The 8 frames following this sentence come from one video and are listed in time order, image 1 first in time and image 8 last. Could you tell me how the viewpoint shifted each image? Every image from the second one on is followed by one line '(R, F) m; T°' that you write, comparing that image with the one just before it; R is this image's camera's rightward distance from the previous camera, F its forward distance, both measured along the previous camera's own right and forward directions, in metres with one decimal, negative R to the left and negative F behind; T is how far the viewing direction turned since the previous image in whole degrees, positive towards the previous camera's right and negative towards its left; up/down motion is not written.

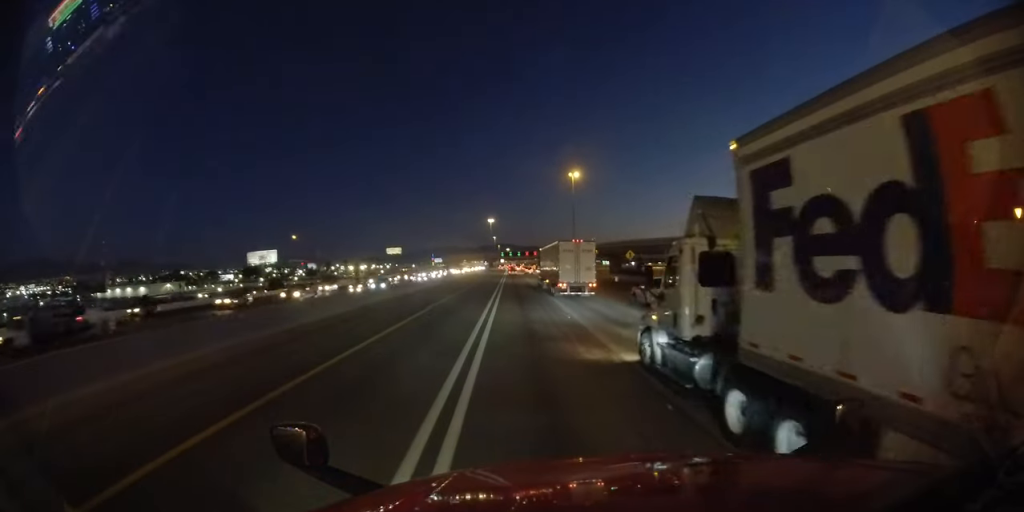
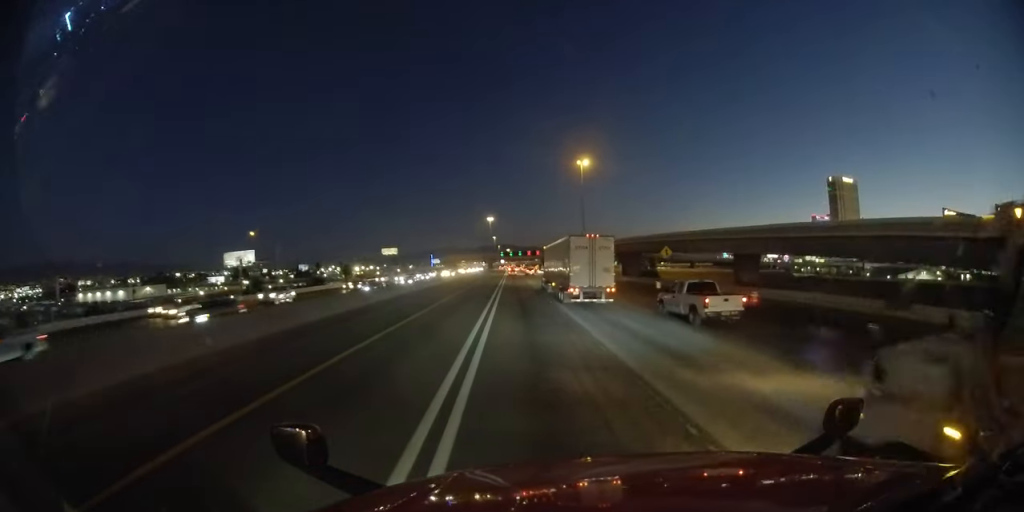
(0.0, +15.9) m; 0°
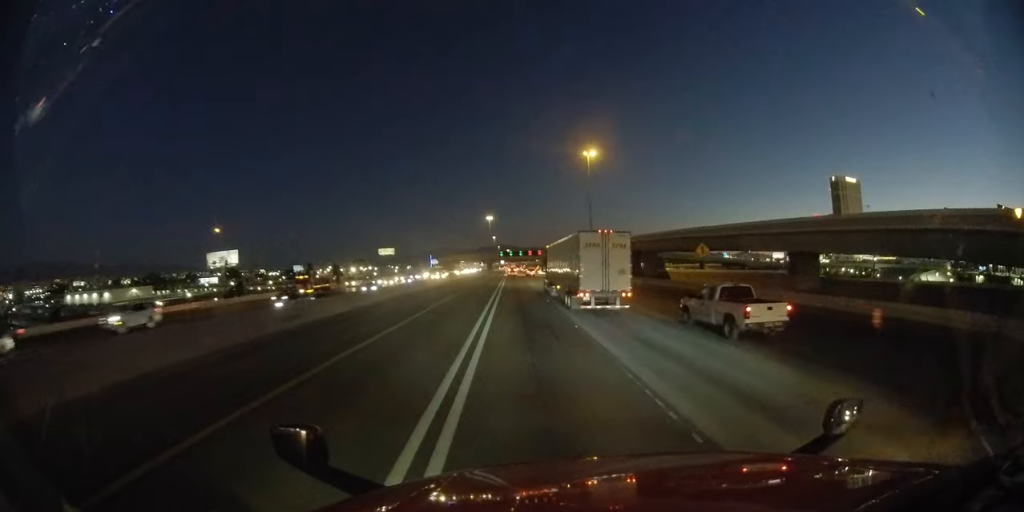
(0.0, +10.1) m; 0°
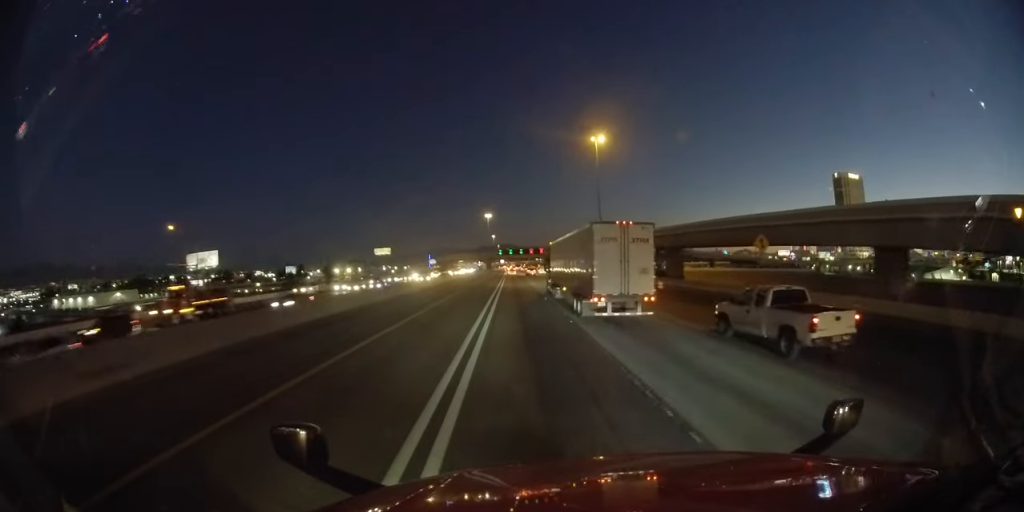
(0.0, +10.9) m; 0°
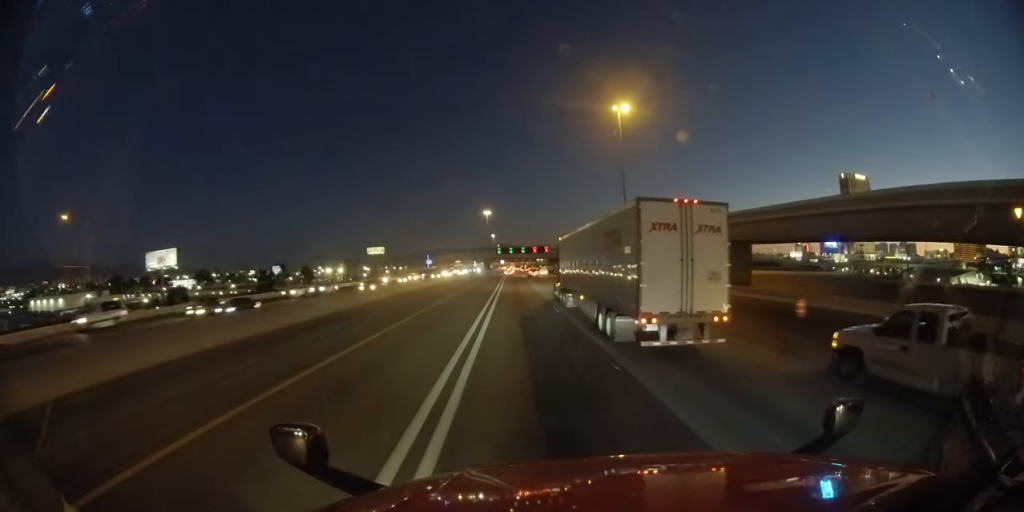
(+0.2, +19.7) m; -1°
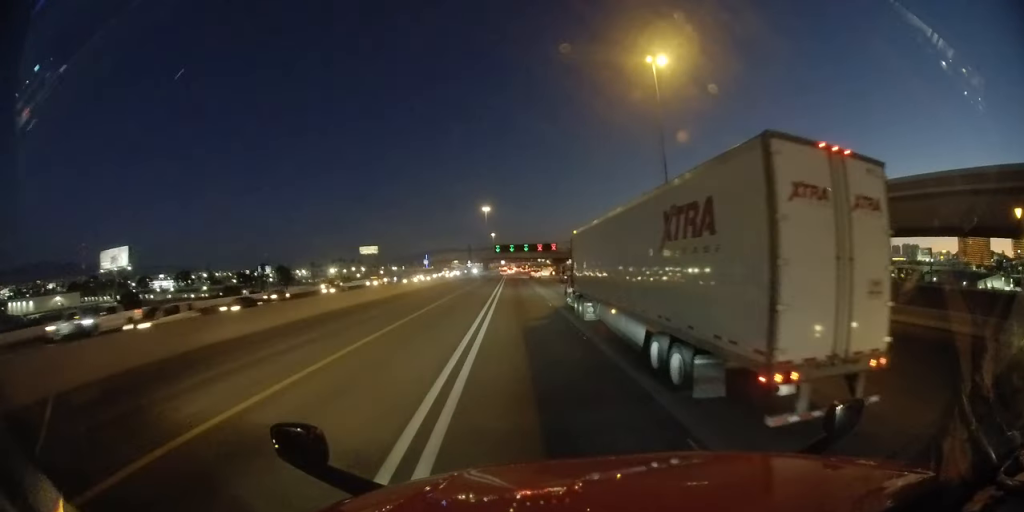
(-0.3, +19.5) m; -1°
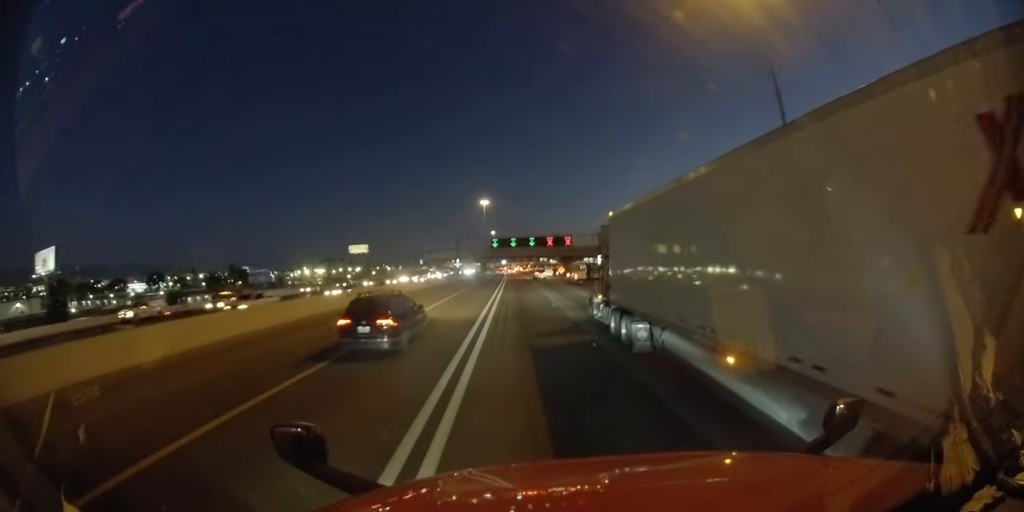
(-0.1, +25.3) m; 0°
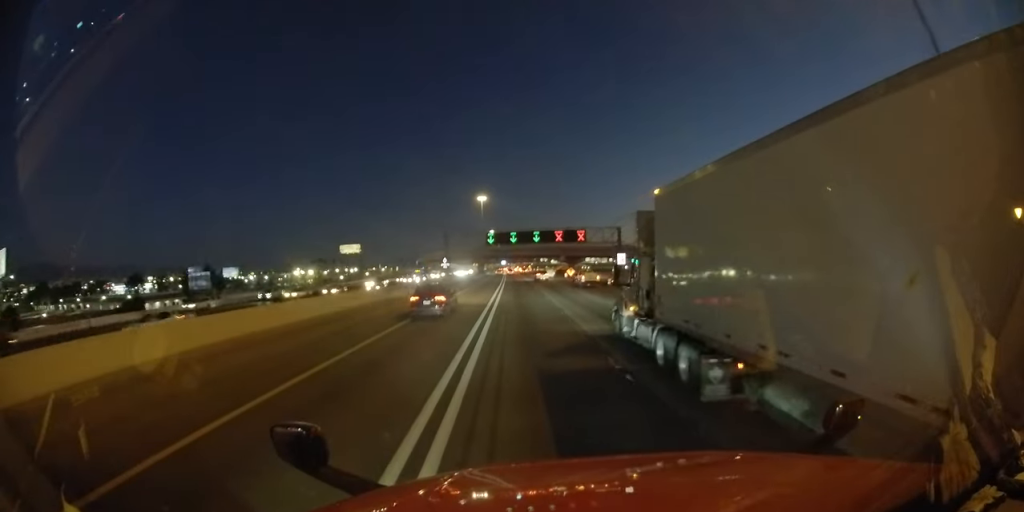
(0.0, +16.0) m; +1°
